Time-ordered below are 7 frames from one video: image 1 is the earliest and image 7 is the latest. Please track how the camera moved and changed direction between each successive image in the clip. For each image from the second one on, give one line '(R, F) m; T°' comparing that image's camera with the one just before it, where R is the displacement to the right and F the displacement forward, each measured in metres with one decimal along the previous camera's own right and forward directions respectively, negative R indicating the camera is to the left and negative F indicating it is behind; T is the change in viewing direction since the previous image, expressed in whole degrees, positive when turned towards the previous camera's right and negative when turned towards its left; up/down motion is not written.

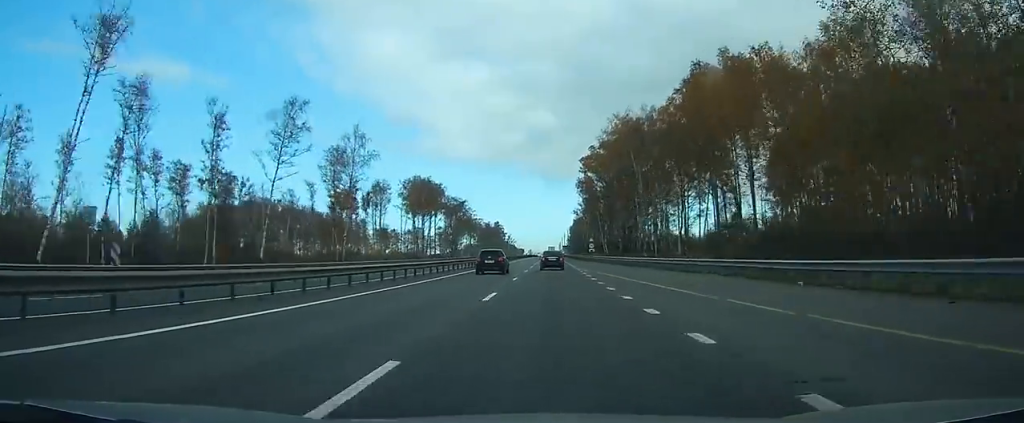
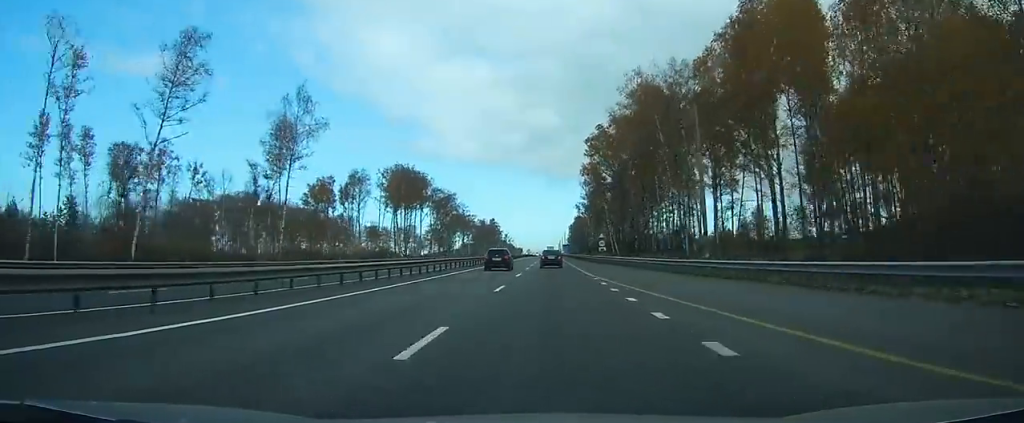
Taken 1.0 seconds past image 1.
(0.0, +21.2) m; 0°
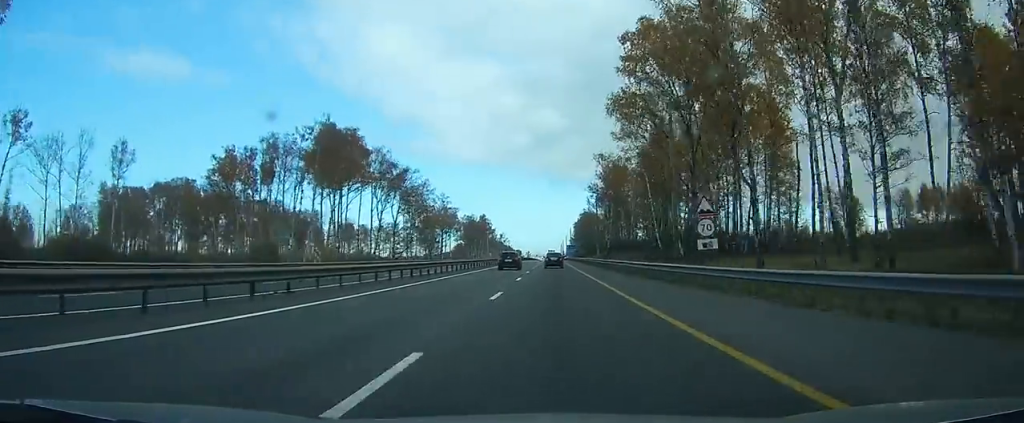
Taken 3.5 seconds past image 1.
(+0.2, +52.5) m; 0°
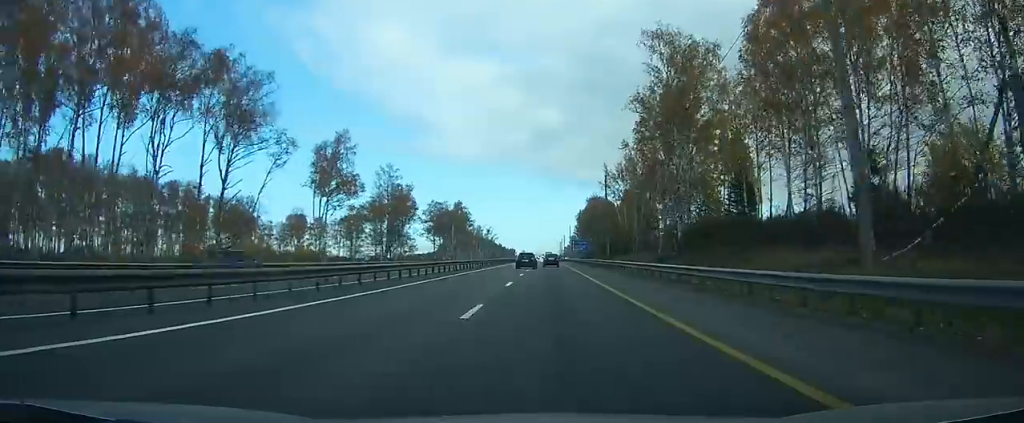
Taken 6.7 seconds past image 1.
(0.0, +64.2) m; 0°
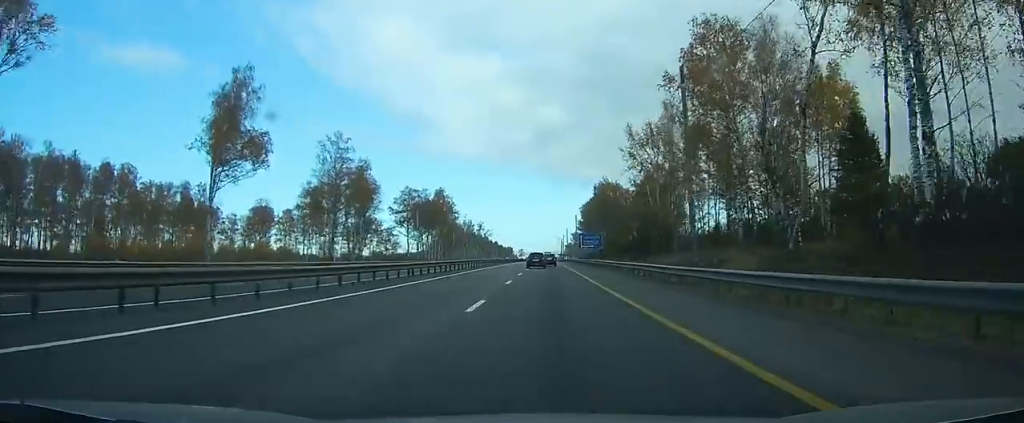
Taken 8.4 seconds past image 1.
(-0.2, +32.6) m; 0°
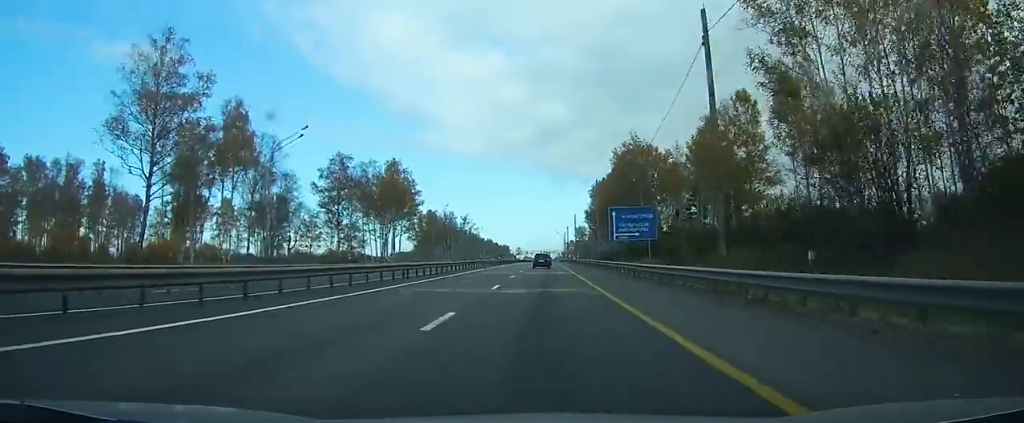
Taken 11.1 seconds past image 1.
(+0.1, +50.3) m; 0°
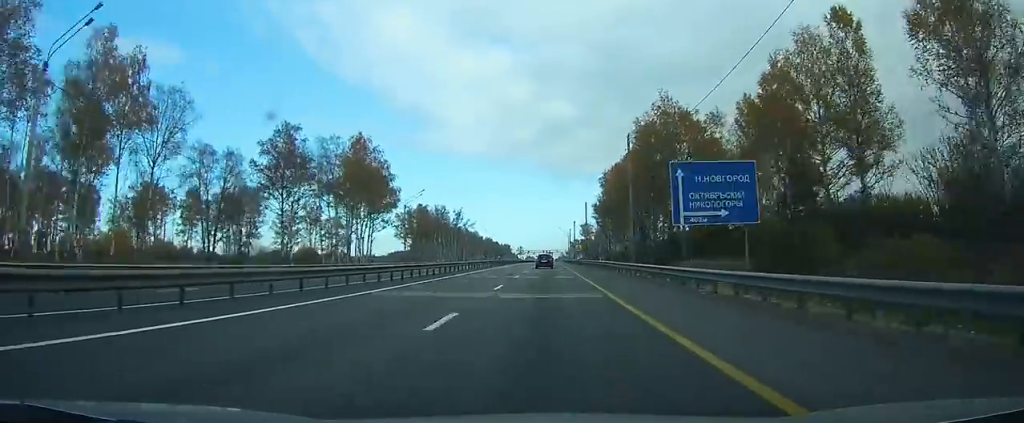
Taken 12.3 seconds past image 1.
(+0.2, +25.2) m; 0°
